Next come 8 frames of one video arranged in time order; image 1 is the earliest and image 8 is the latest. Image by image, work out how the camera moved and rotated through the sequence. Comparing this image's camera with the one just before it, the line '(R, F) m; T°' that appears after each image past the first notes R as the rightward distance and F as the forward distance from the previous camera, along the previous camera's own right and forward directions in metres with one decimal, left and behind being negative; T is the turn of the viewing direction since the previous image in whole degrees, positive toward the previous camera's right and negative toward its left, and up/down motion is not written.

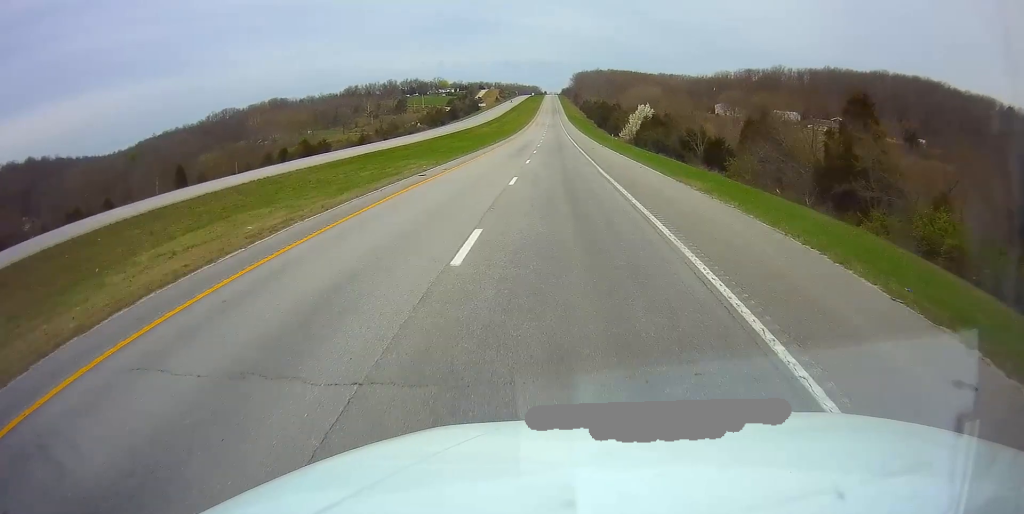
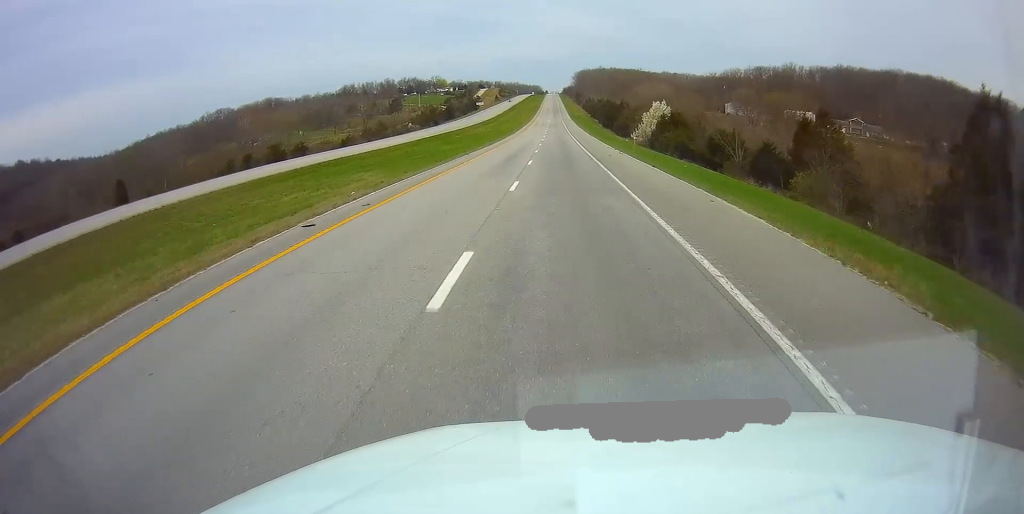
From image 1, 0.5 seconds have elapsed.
(0.0, +14.6) m; 0°
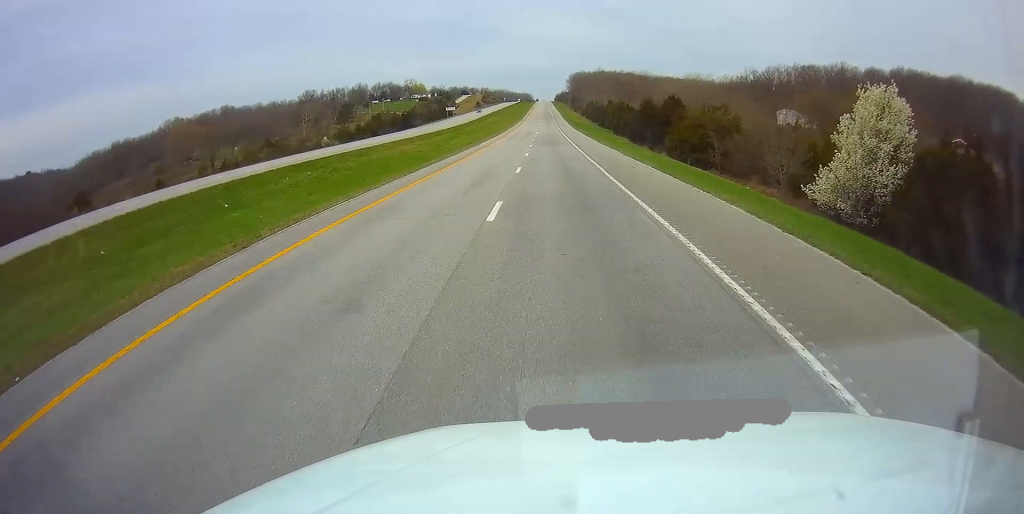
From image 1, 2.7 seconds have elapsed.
(+0.1, +68.4) m; +1°
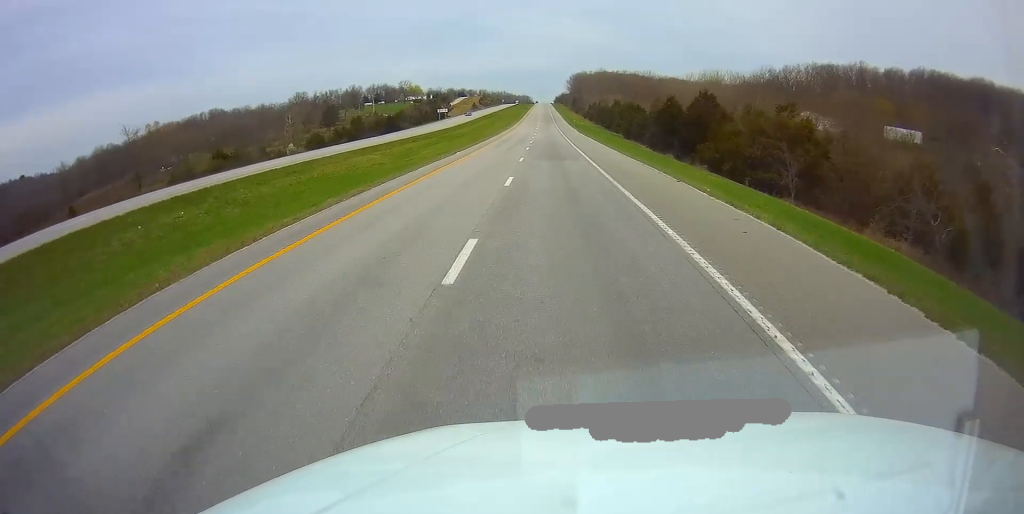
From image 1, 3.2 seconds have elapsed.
(+0.1, +17.5) m; 0°
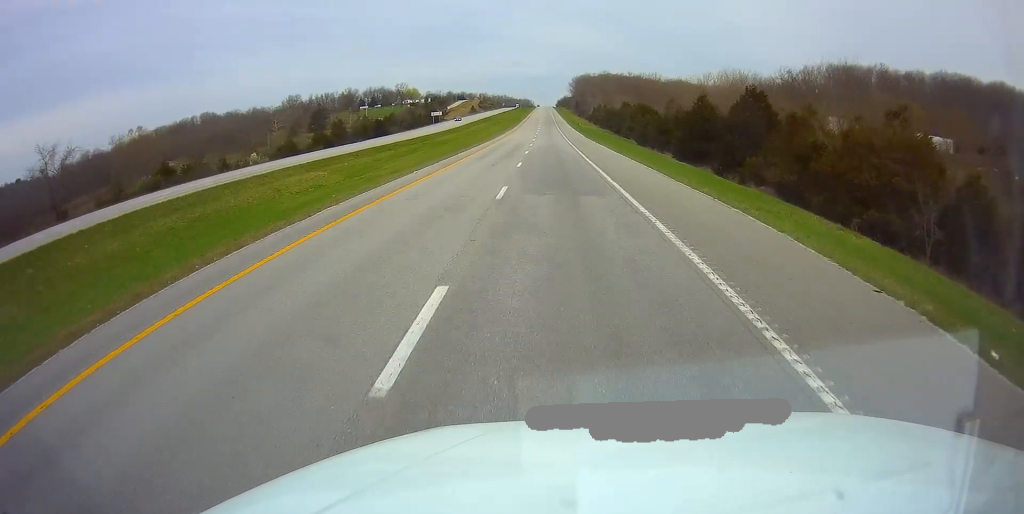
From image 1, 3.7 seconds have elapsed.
(+0.1, +15.4) m; 0°
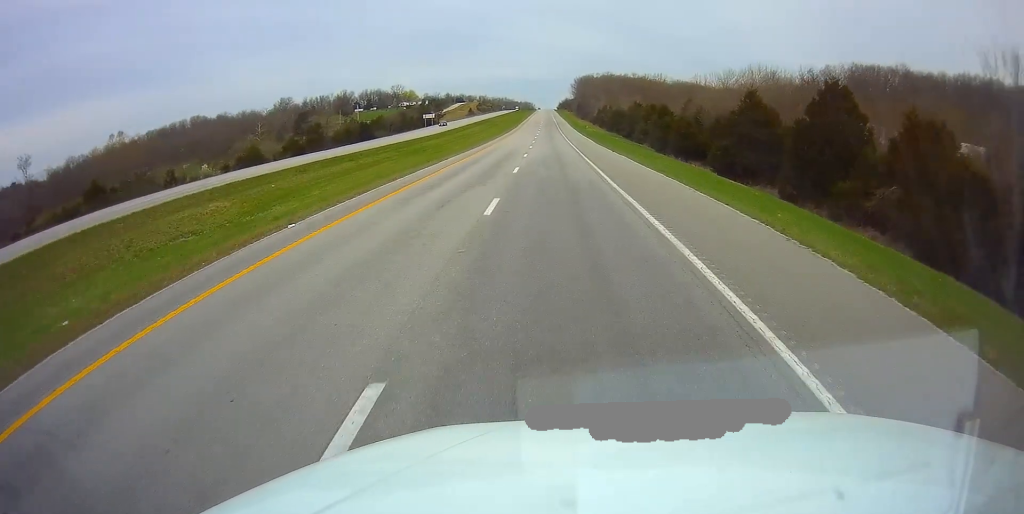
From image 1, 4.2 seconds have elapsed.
(-0.3, +15.4) m; 0°
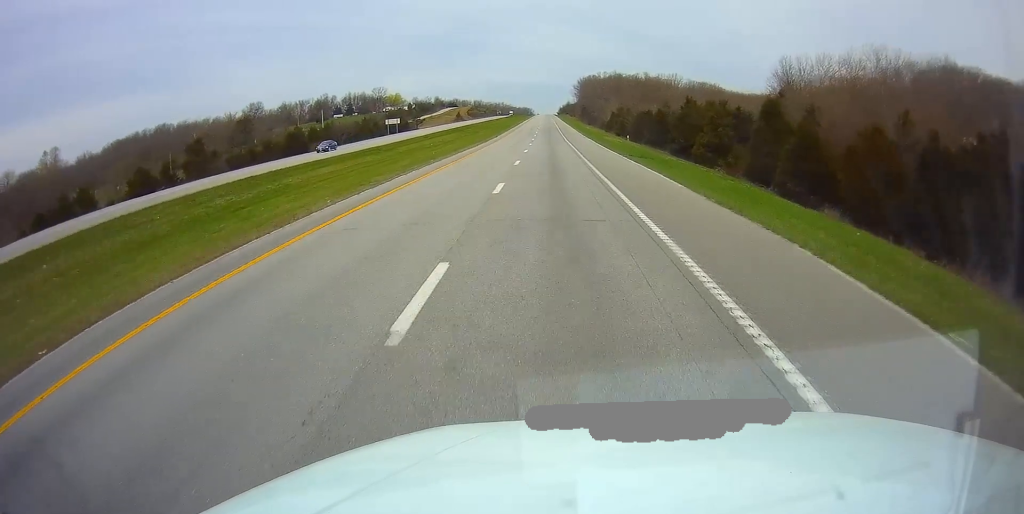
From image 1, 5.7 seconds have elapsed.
(+0.4, +44.9) m; 0°
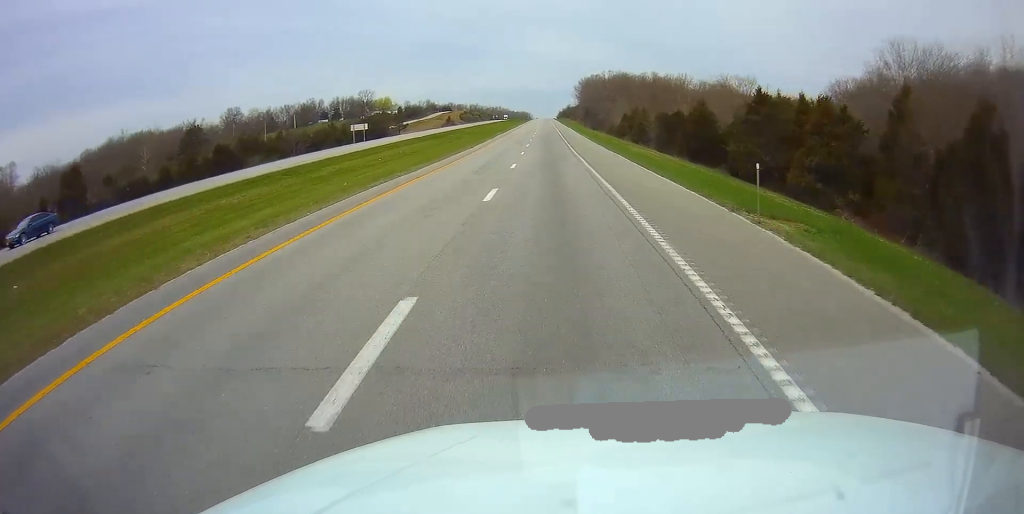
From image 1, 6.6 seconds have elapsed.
(-0.4, +26.3) m; 0°
